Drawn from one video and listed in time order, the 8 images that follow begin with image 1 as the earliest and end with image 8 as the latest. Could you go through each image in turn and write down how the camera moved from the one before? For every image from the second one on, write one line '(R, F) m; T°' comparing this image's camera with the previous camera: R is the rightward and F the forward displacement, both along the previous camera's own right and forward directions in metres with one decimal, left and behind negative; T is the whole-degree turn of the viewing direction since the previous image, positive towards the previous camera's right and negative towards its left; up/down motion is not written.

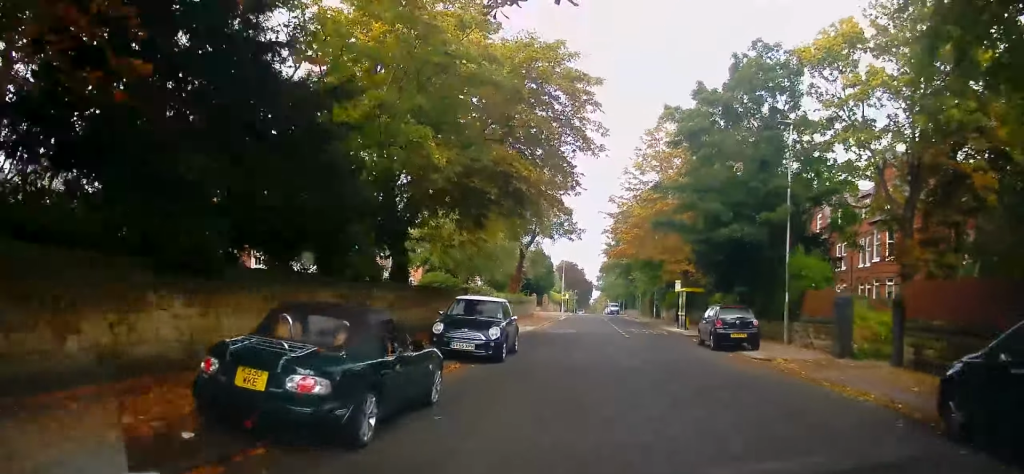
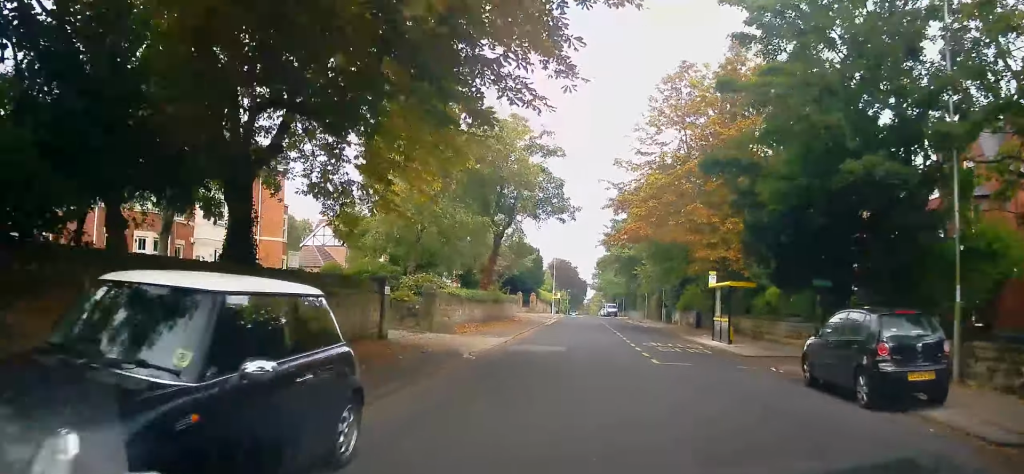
(+0.2, +11.0) m; +4°
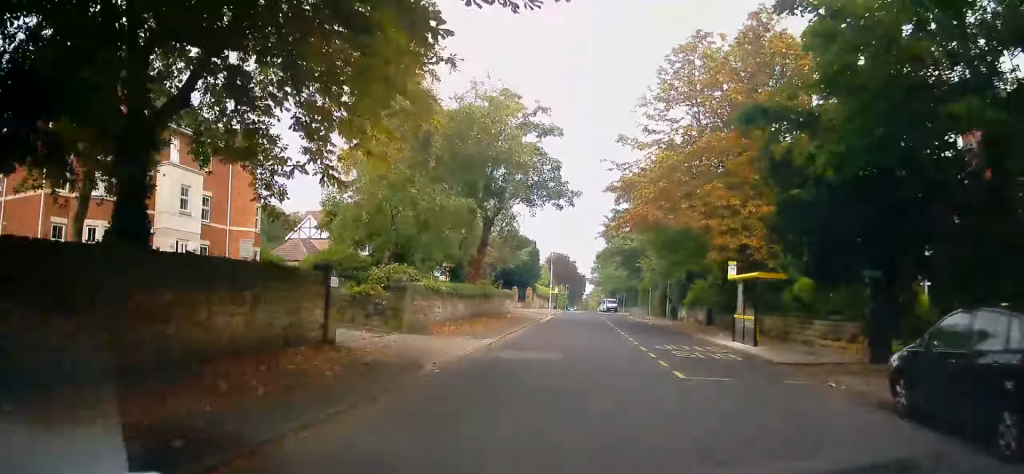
(+0.1, +3.5) m; +1°
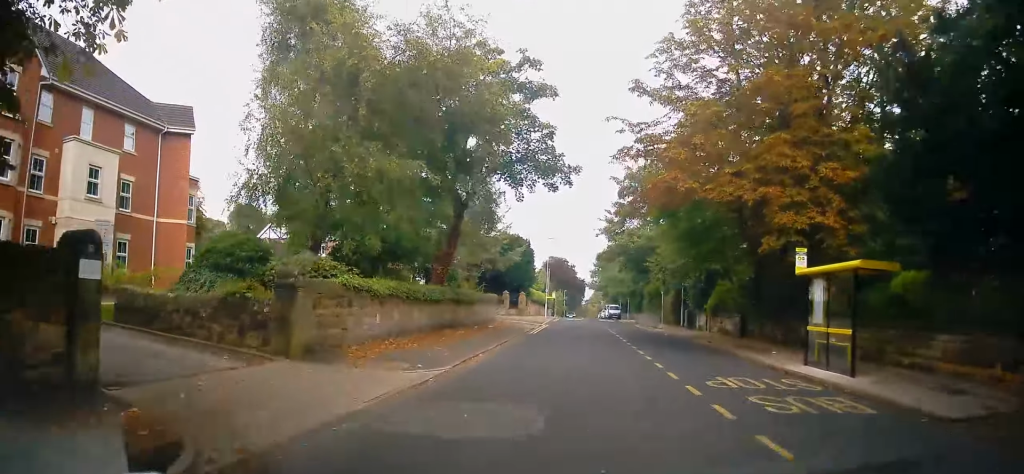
(+0.2, +7.1) m; 0°
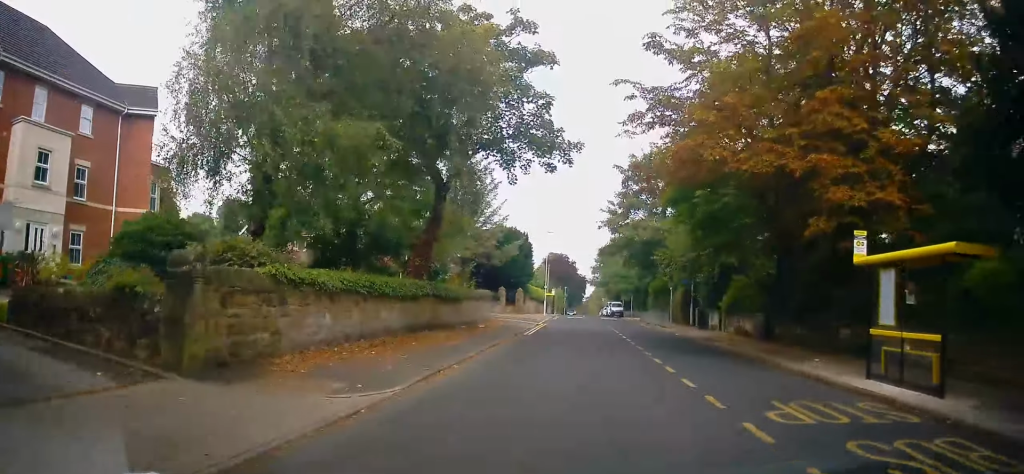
(-0.1, +3.4) m; -1°
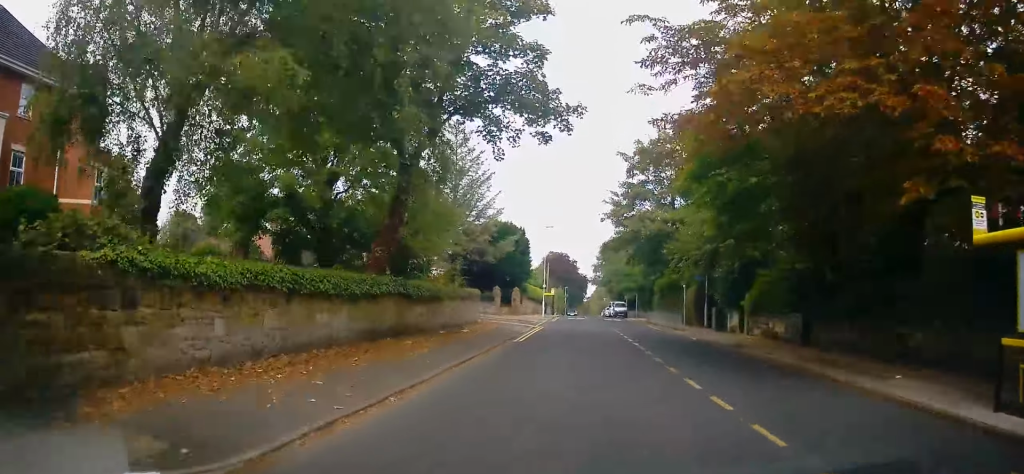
(0.0, +4.2) m; -1°
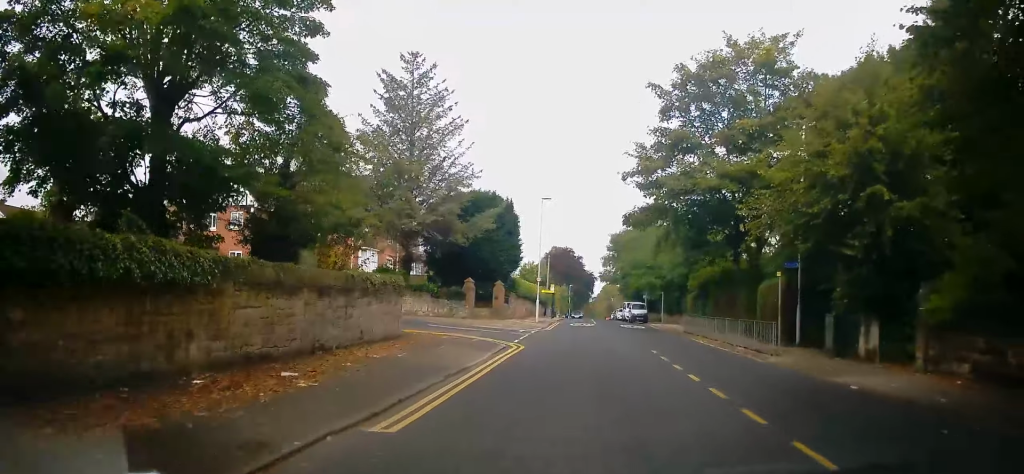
(0.0, +14.5) m; -1°
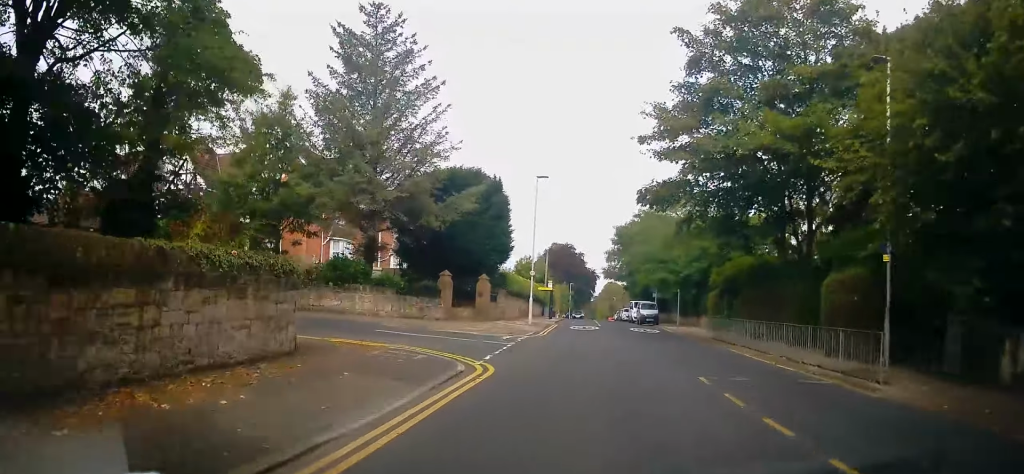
(-0.1, +6.5) m; 0°
